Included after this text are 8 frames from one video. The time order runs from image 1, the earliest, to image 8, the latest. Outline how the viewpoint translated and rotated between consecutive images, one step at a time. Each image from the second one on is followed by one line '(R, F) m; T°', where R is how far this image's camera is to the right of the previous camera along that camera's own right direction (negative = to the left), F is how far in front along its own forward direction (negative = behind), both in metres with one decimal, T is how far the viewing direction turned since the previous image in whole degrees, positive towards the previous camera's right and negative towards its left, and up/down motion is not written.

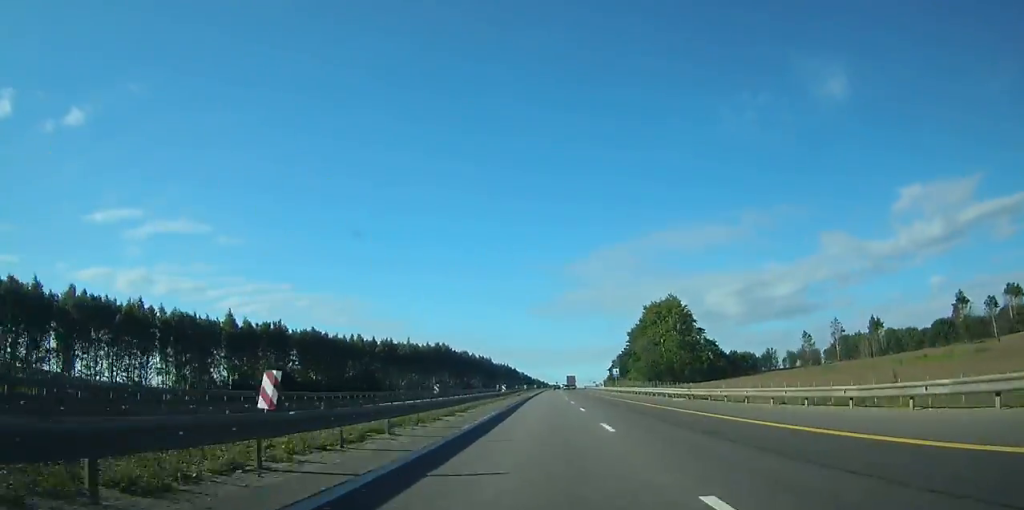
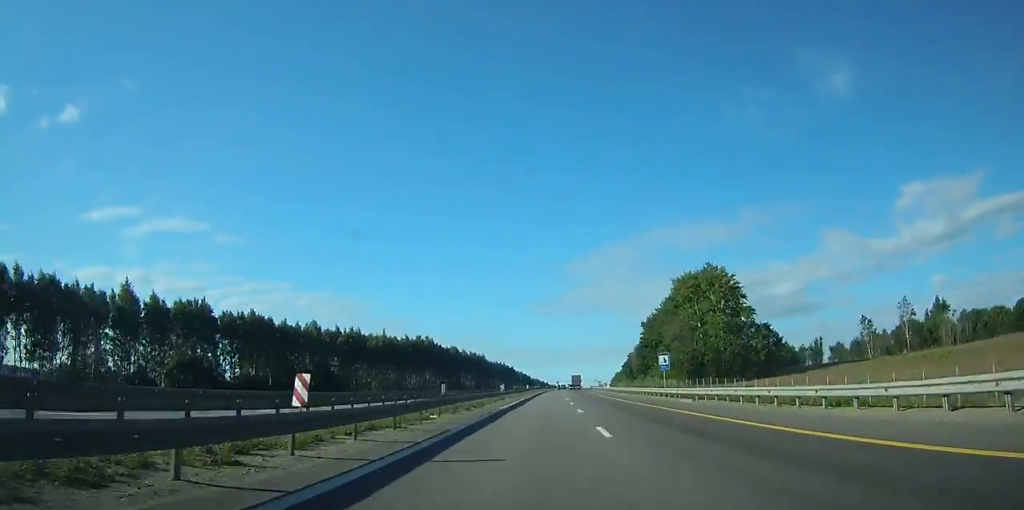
(-0.2, +36.6) m; 0°
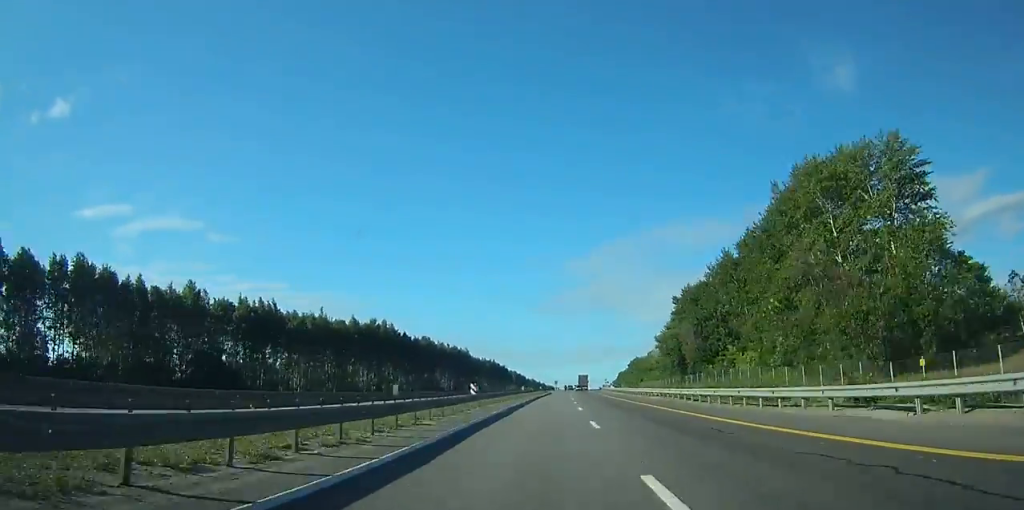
(+0.1, +58.0) m; +1°
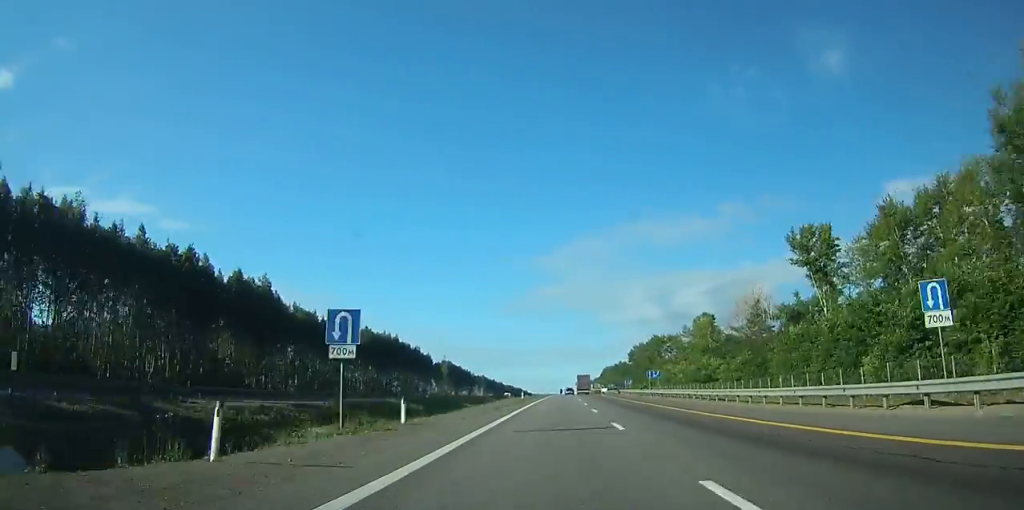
(+4.1, +175.9) m; +3°
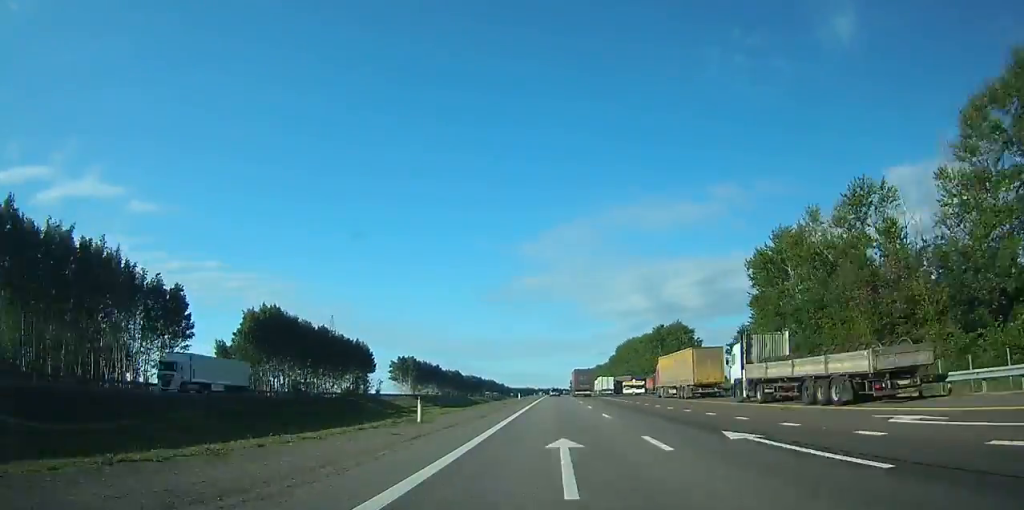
(+3.0, +183.7) m; +1°
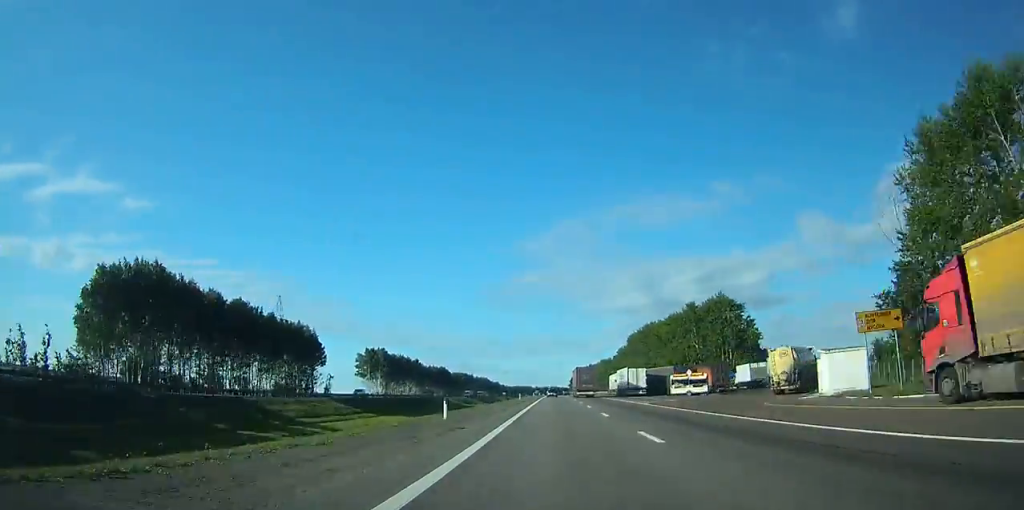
(0.0, +45.8) m; 0°
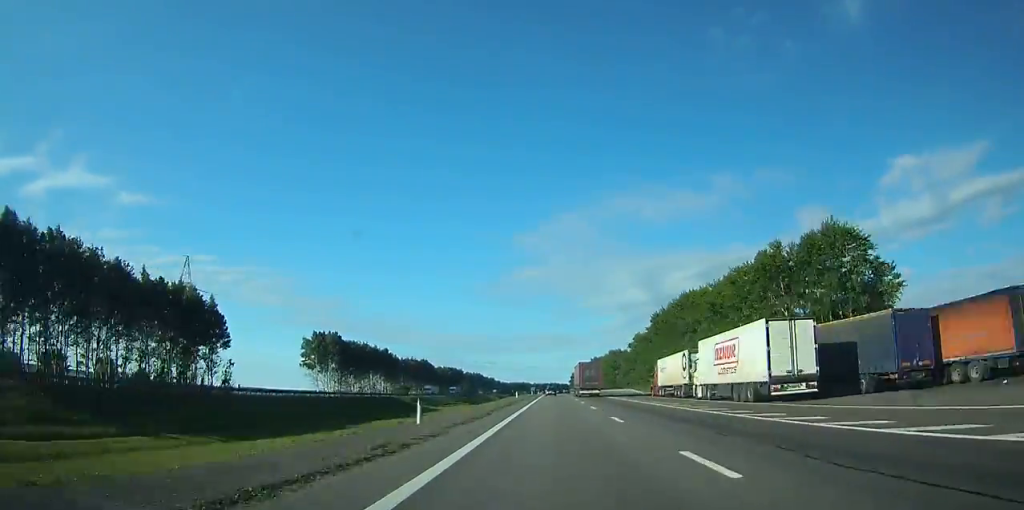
(0.0, +53.1) m; 0°
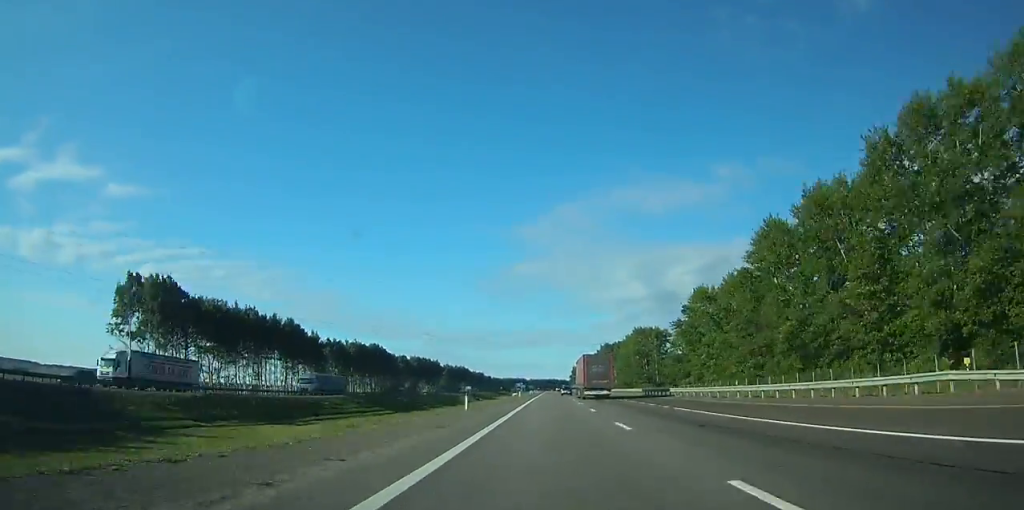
(+0.1, +91.5) m; 0°
